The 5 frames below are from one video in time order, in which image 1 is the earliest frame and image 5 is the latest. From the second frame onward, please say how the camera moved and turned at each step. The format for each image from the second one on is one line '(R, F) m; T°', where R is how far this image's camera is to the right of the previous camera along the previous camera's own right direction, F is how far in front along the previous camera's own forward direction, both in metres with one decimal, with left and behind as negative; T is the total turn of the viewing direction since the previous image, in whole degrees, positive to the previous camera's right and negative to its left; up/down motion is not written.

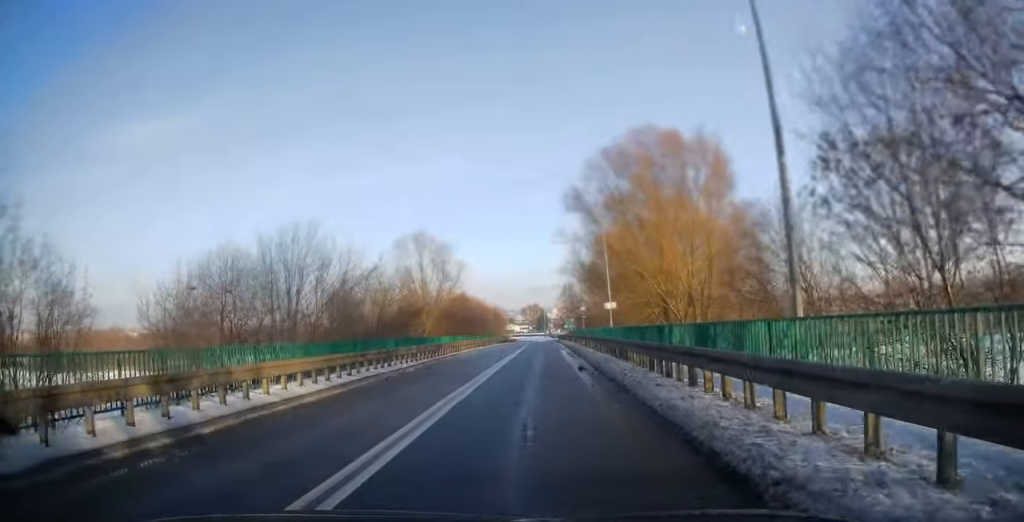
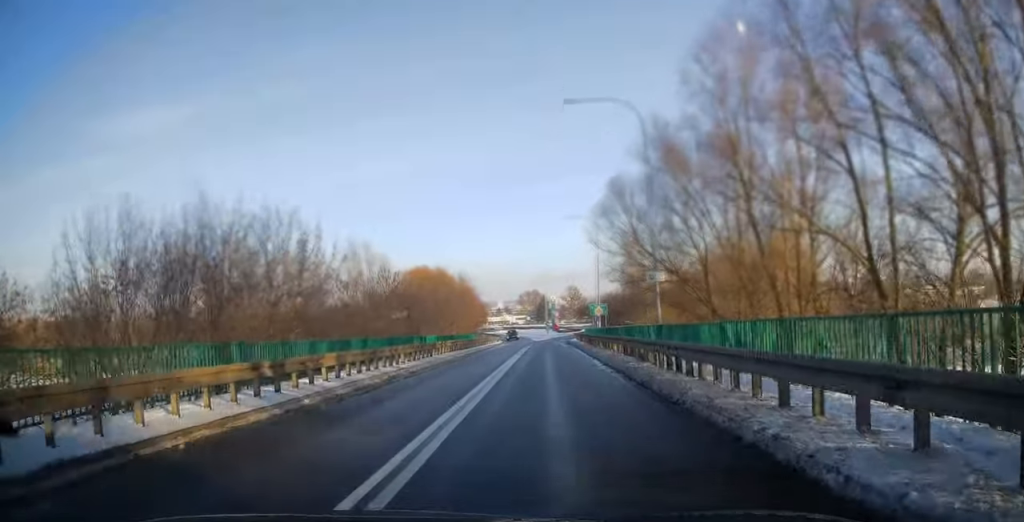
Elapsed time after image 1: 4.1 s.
(+0.4, +64.4) m; +2°
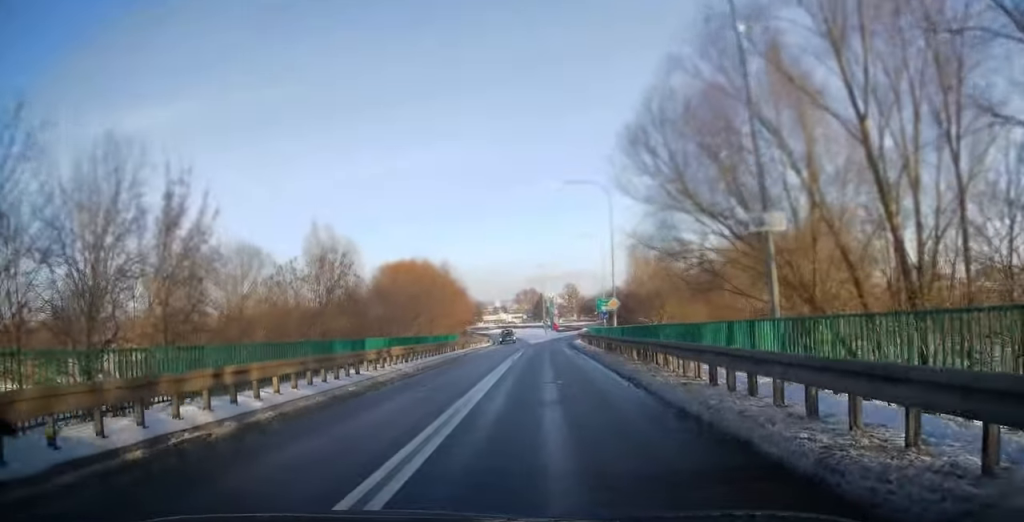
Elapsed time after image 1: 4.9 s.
(+0.1, +11.8) m; 0°
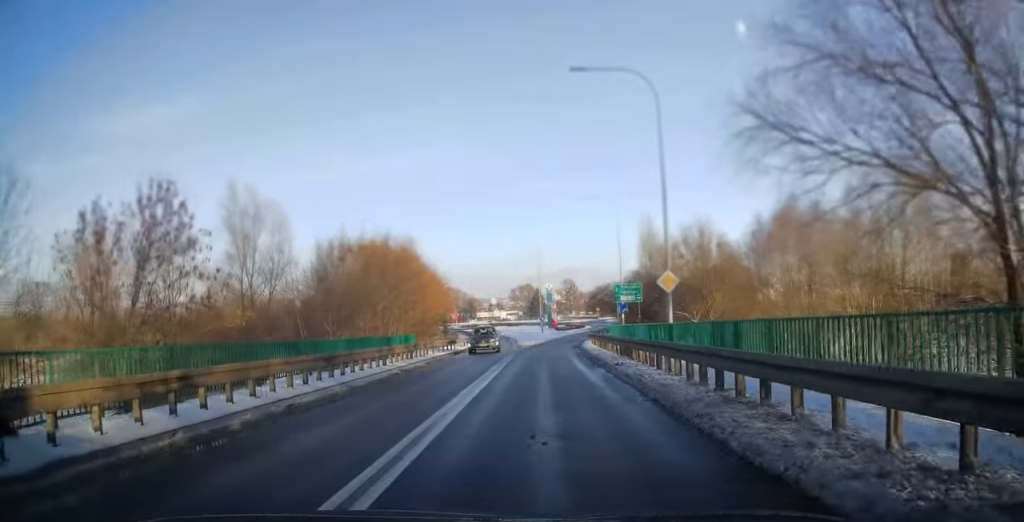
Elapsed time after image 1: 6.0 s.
(-0.4, +16.8) m; -1°
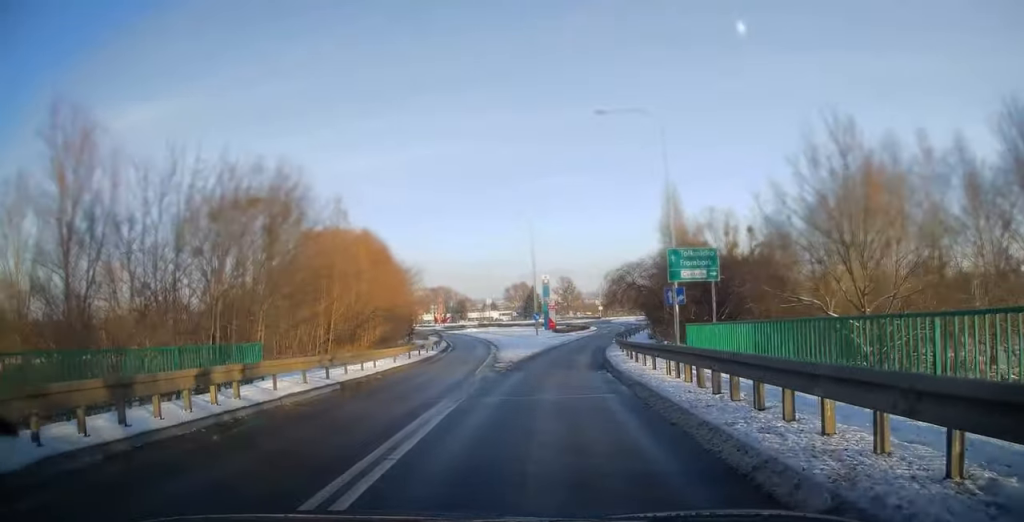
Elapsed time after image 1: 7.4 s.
(+0.4, +19.9) m; +2°
